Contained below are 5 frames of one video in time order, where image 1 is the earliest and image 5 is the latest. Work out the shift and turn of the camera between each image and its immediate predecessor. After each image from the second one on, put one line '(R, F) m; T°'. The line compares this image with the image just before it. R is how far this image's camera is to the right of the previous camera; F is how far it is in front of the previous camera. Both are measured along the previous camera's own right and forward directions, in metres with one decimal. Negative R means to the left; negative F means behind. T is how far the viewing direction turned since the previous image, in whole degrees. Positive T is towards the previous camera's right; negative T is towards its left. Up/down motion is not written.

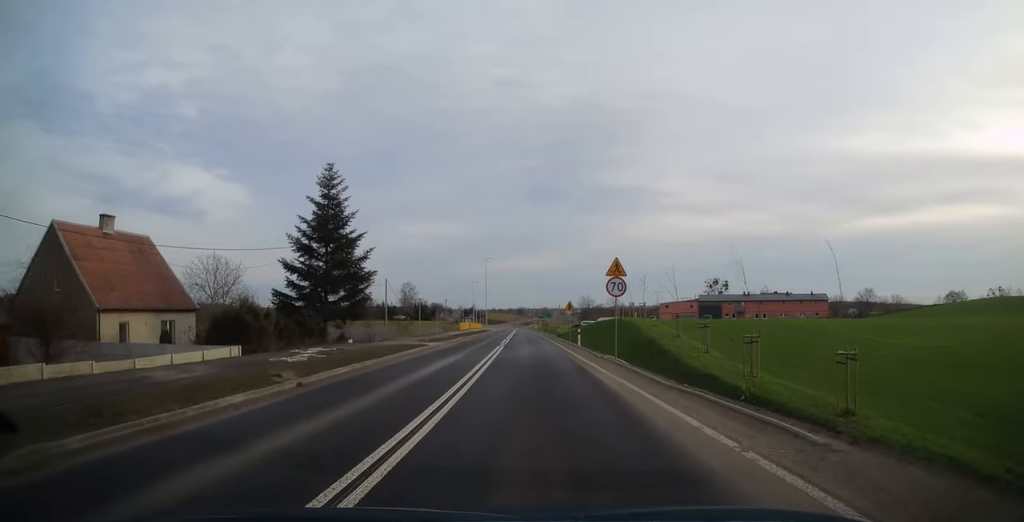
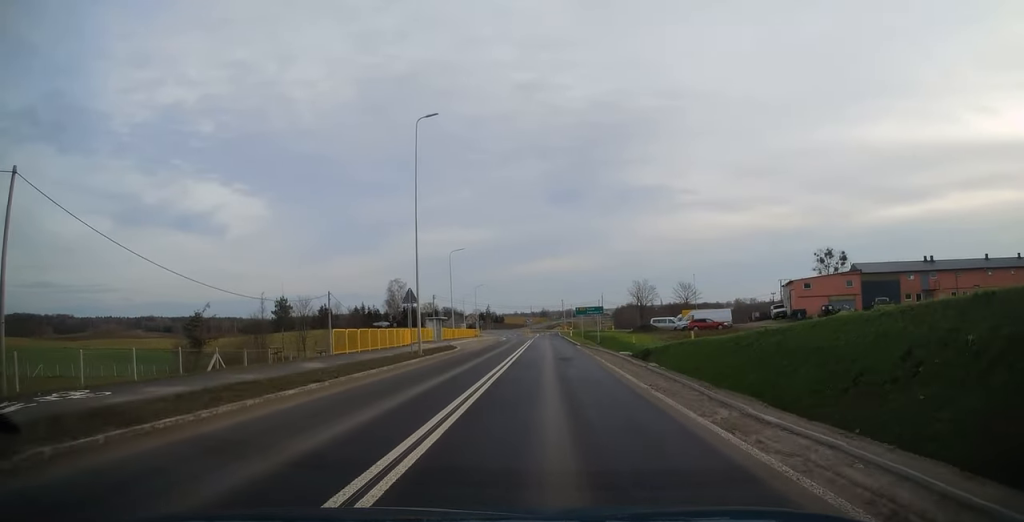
(-6.2, +70.5) m; -8°
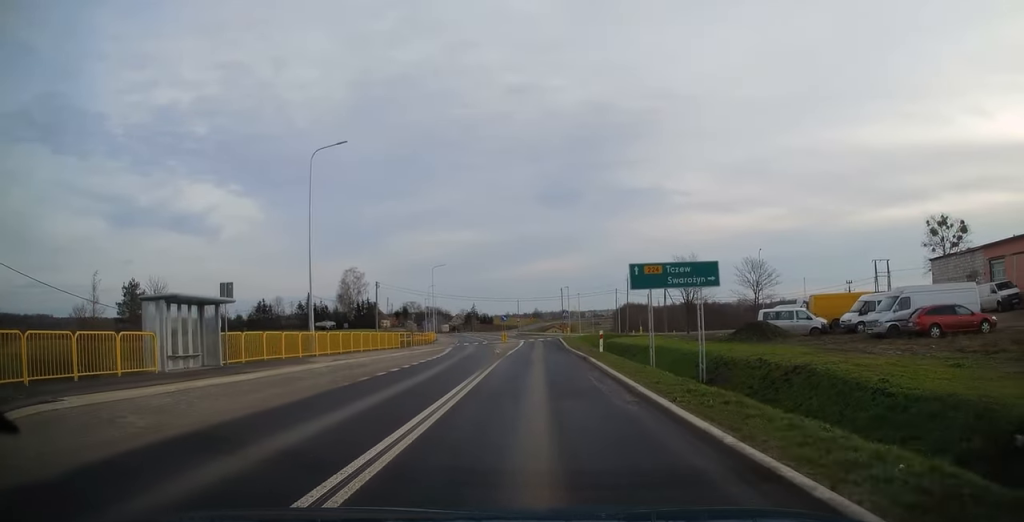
(-0.2, +46.4) m; 0°
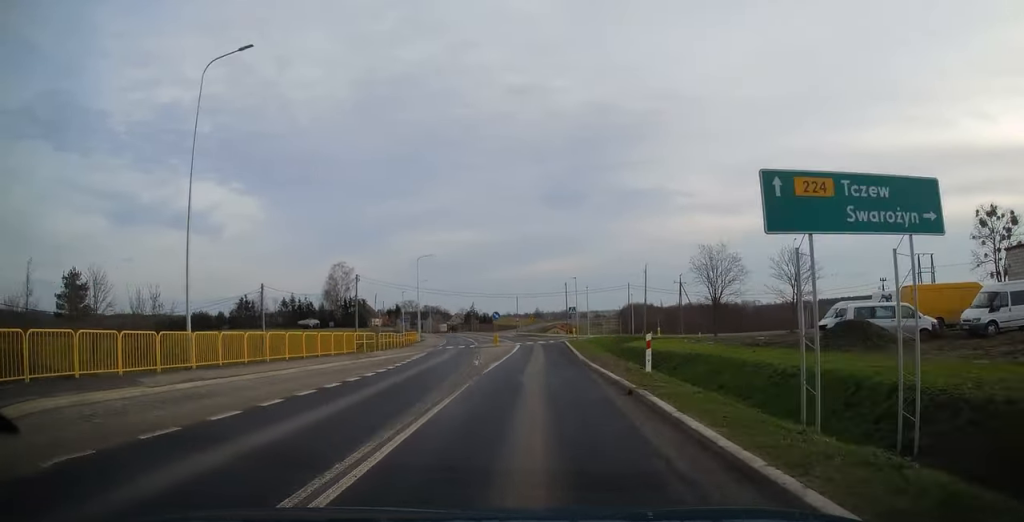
(+0.2, +12.3) m; +1°
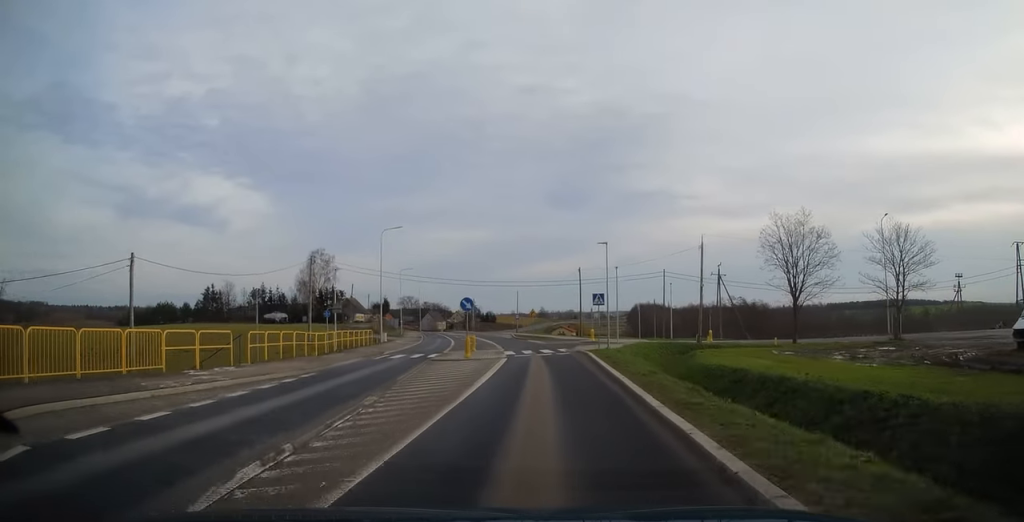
(0.0, +20.6) m; 0°
